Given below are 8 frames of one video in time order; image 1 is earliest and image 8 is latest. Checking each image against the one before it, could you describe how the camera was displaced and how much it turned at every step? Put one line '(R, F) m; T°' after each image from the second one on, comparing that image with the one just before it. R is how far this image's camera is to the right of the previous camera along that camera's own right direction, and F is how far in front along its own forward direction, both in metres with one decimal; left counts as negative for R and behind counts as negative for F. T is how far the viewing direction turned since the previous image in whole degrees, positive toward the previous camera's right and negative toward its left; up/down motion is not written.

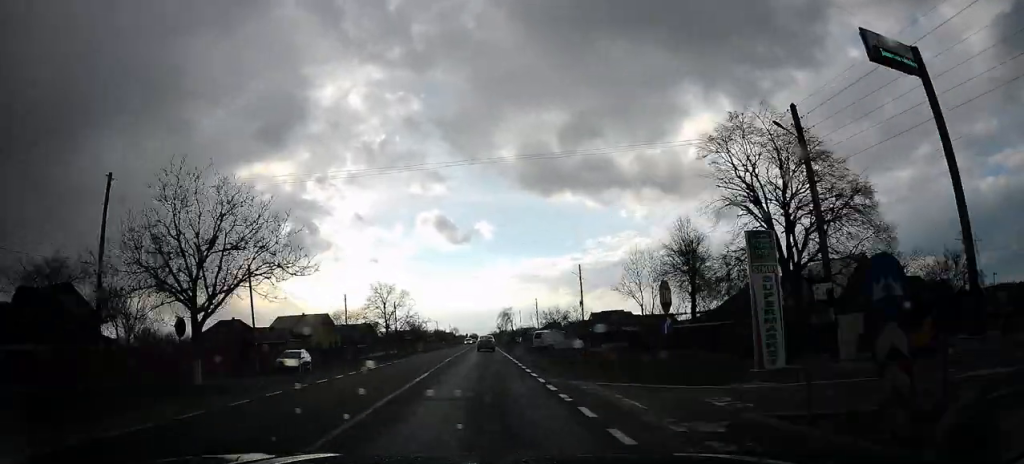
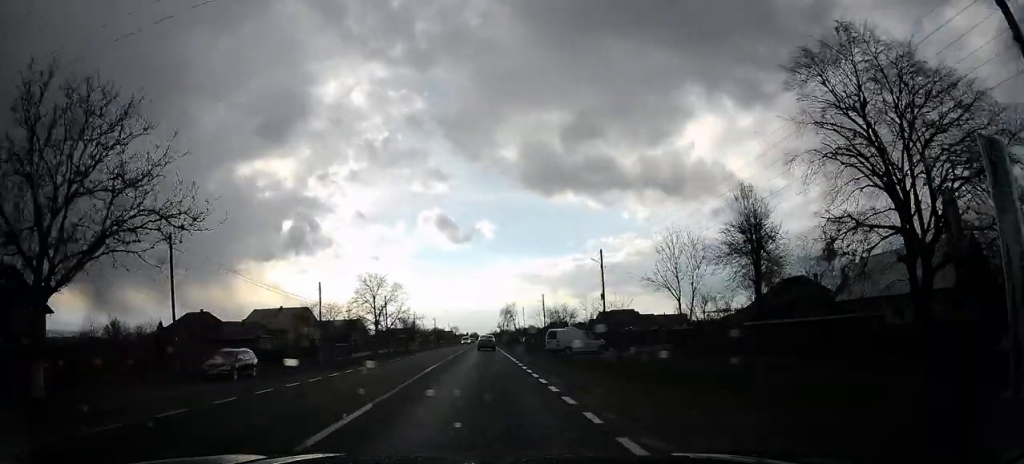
(0.0, +8.7) m; 0°
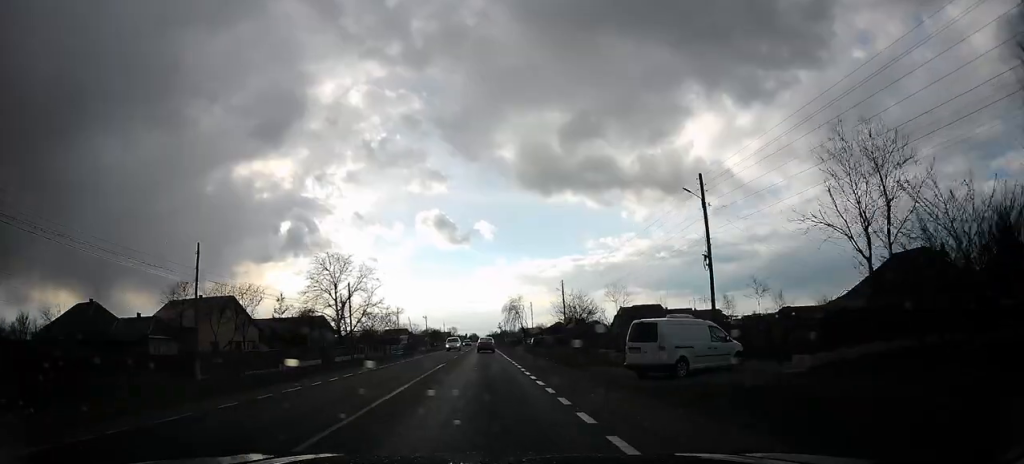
(0.0, +20.1) m; 0°
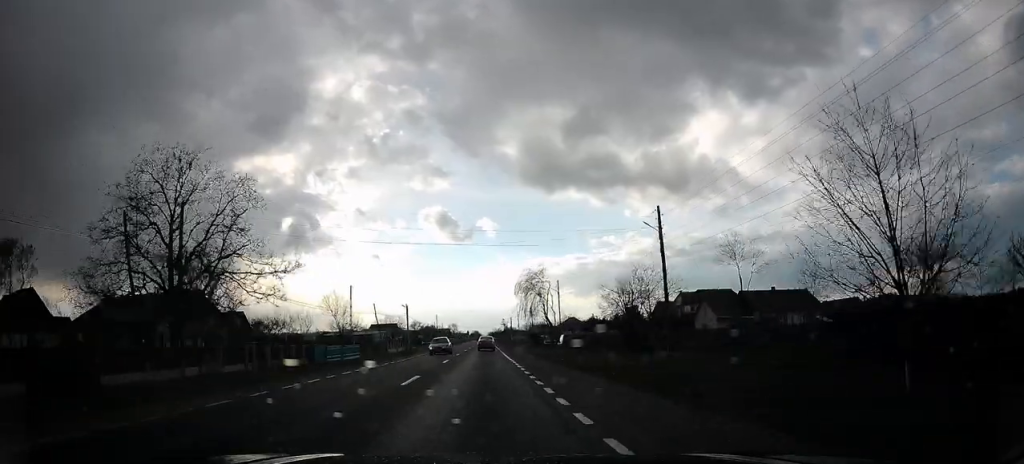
(0.0, +32.5) m; 0°
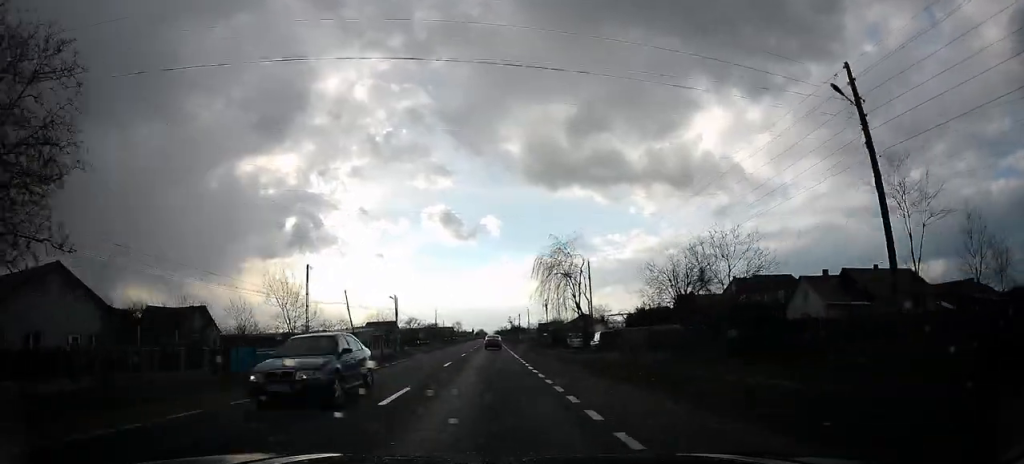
(0.0, +15.7) m; 0°
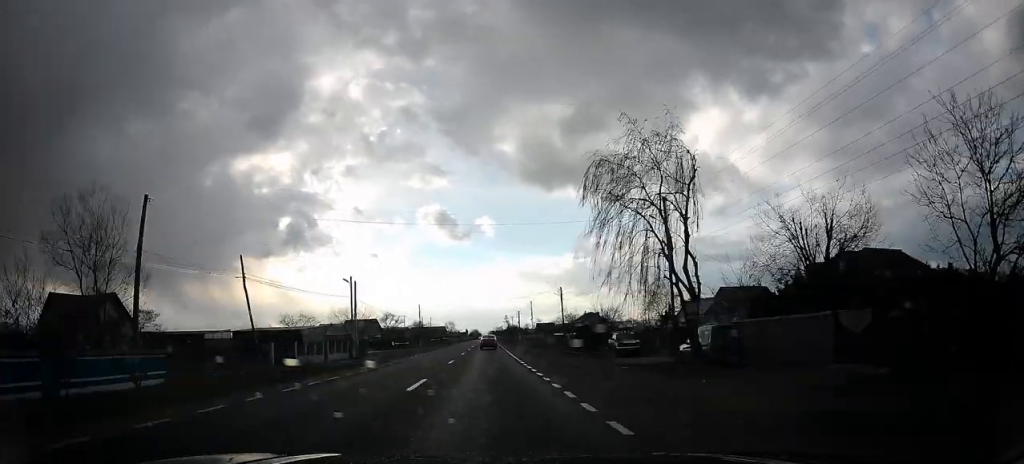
(+0.2, +21.4) m; +1°
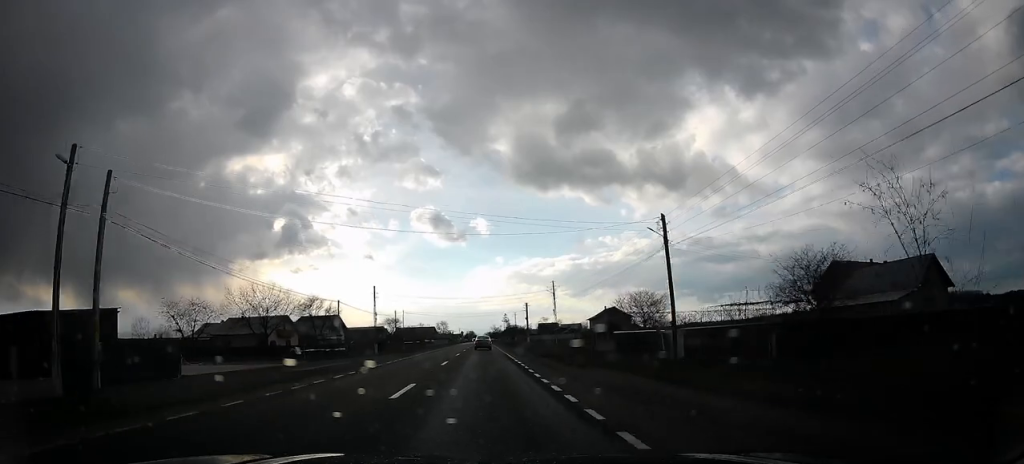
(-1.1, +37.3) m; -3°
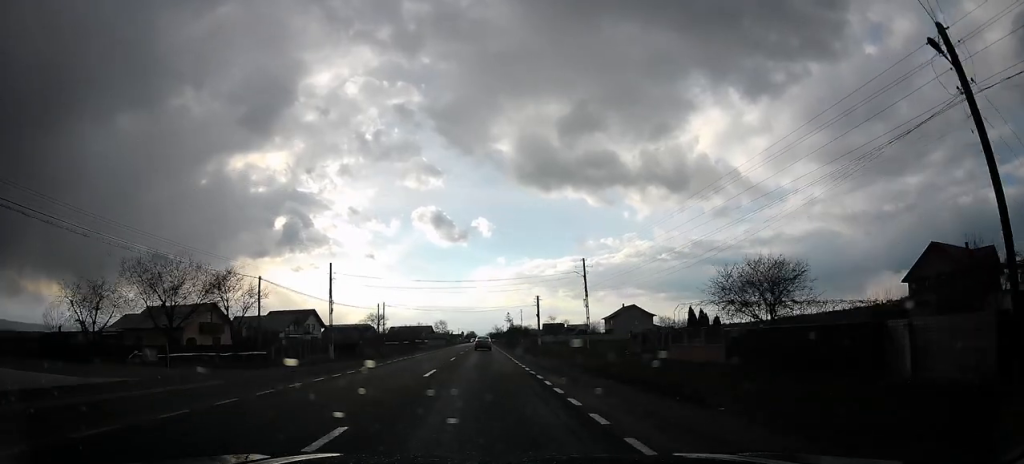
(+0.4, +18.5) m; +2°
